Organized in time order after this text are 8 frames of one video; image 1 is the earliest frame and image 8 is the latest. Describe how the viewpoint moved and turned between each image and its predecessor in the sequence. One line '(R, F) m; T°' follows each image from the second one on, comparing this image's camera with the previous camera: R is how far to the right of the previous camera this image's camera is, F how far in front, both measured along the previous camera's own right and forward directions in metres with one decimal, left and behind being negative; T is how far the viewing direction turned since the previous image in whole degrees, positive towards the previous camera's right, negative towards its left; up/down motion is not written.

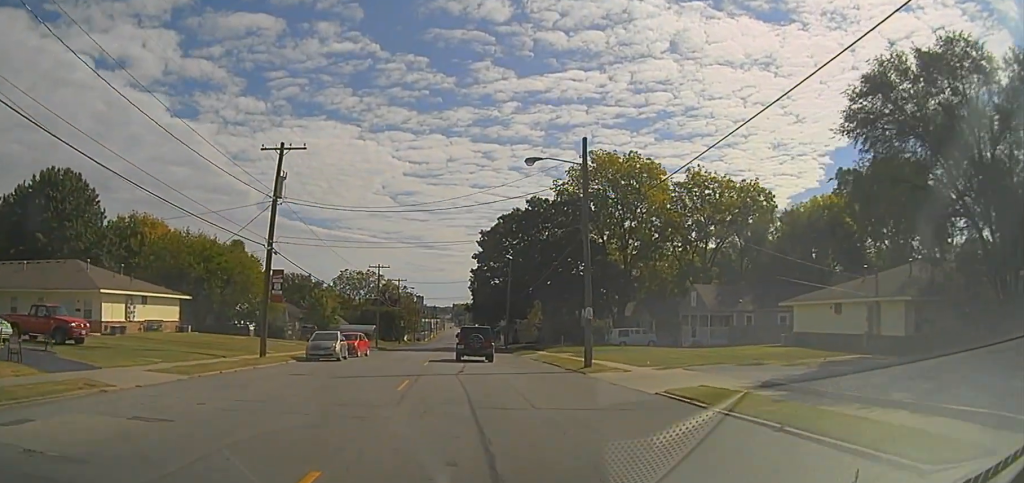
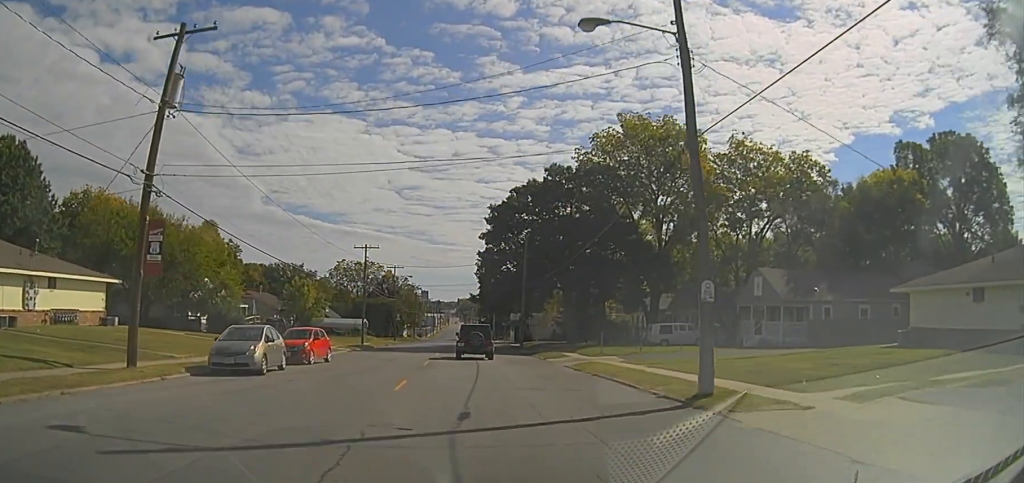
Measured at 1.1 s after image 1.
(-0.8, +12.4) m; -3°
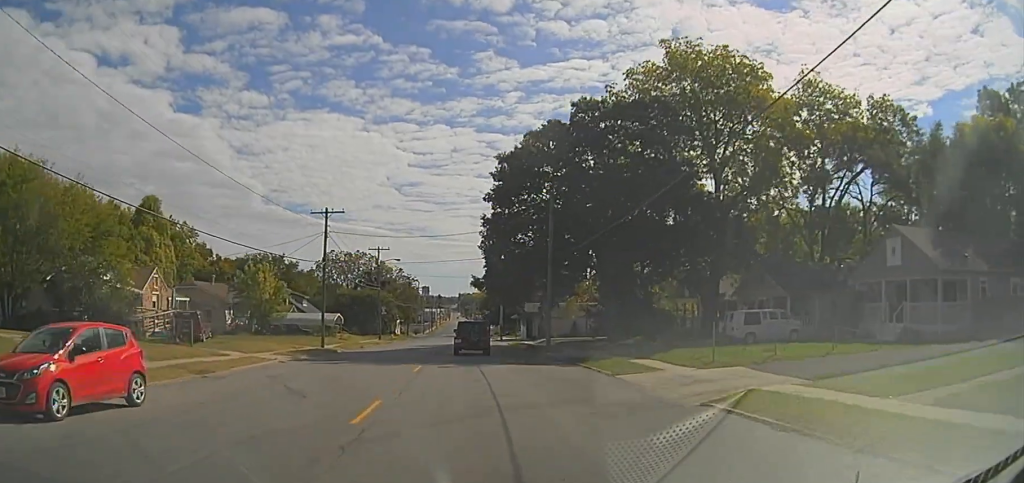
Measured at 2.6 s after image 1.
(+0.3, +18.2) m; 0°
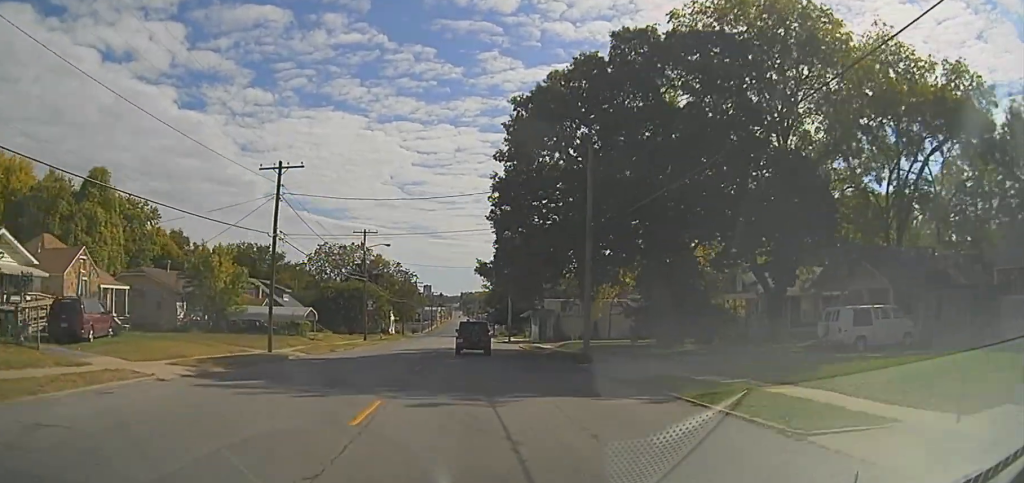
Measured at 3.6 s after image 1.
(-0.5, +12.8) m; 0°
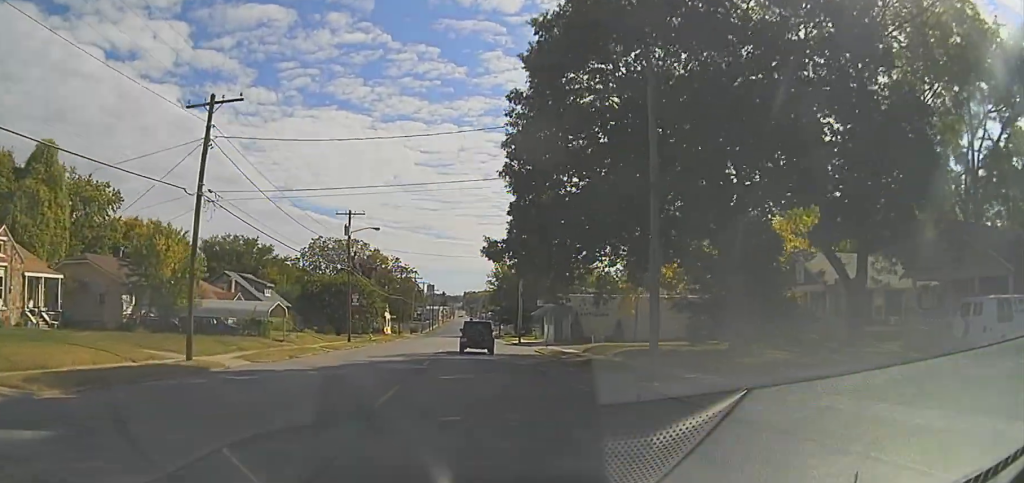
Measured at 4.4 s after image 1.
(+0.4, +9.8) m; +2°
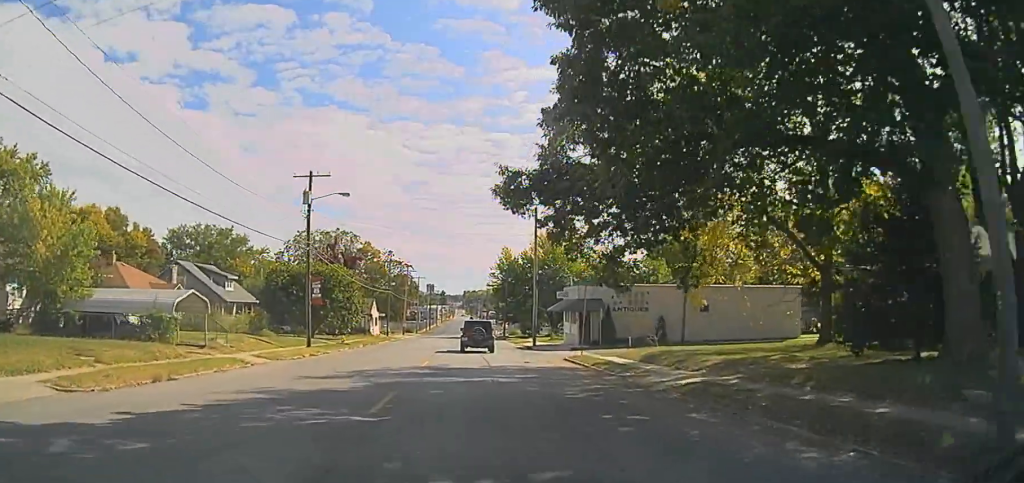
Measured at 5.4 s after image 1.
(0.0, +13.4) m; -2°
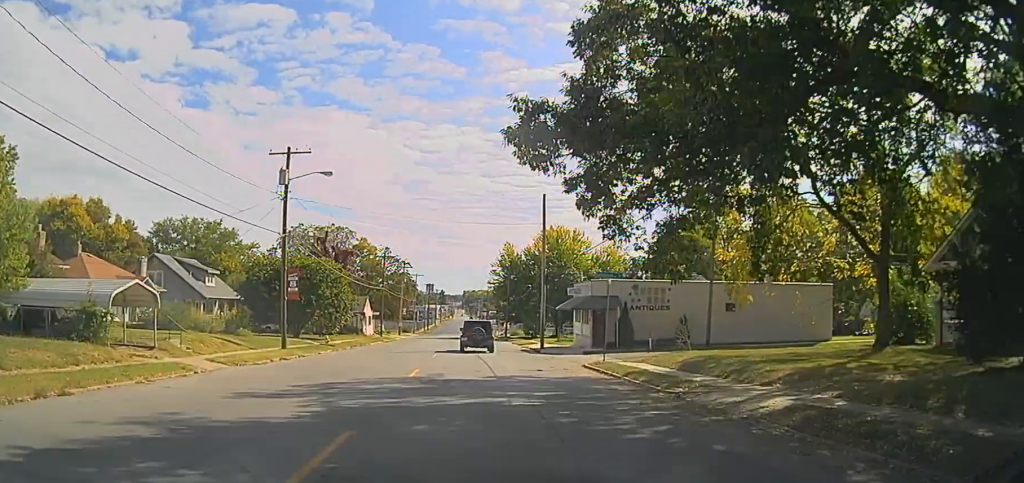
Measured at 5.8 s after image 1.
(-0.2, +5.3) m; -1°
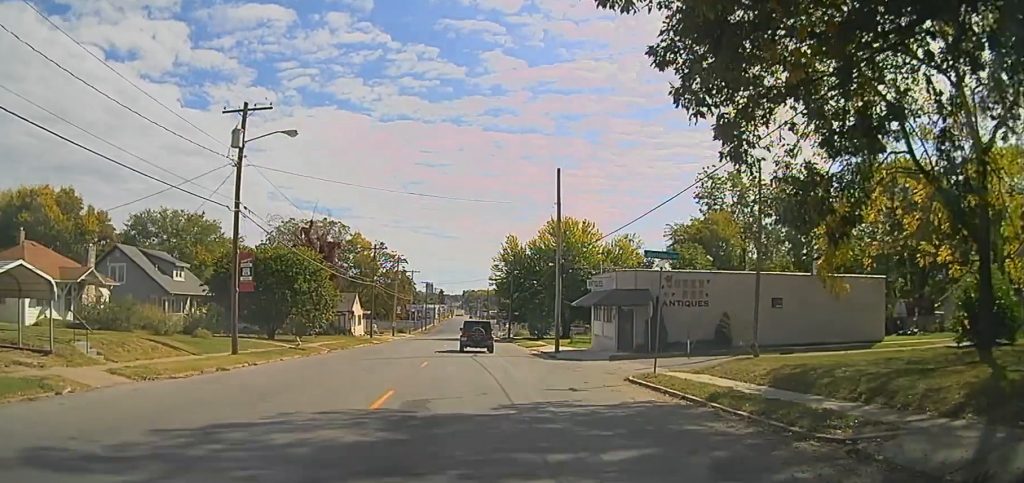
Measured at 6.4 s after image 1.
(-0.2, +7.2) m; -1°
